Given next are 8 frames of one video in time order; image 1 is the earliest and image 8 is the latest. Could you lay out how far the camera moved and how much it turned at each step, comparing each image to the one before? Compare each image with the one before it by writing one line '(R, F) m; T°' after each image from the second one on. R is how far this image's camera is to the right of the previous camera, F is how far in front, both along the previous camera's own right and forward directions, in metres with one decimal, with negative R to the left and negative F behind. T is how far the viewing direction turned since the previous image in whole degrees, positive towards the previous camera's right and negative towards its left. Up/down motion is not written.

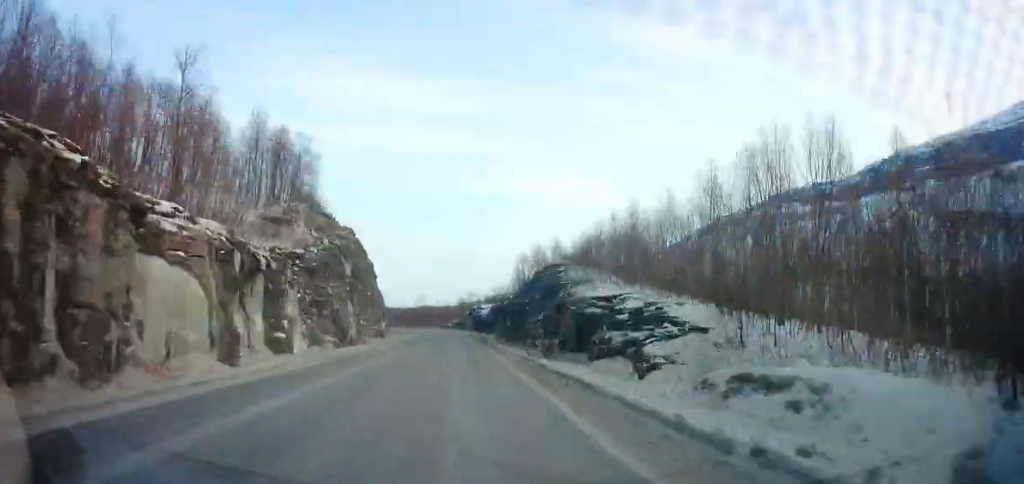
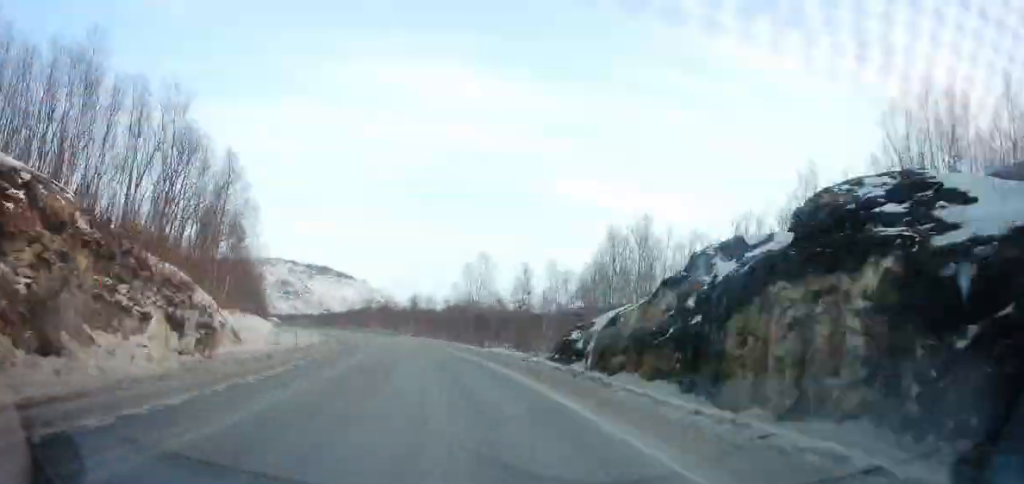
(-19.3, +101.7) m; -20°
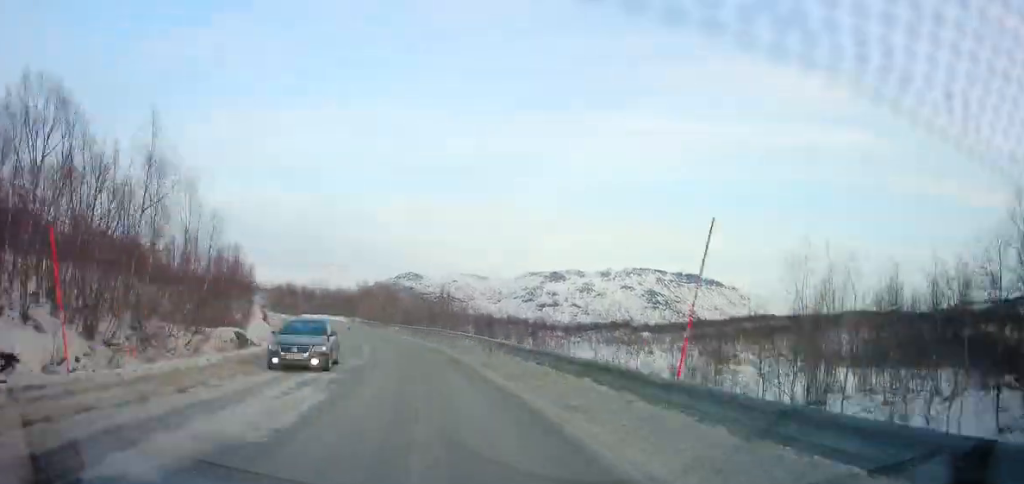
(-27.2, +120.2) m; -20°
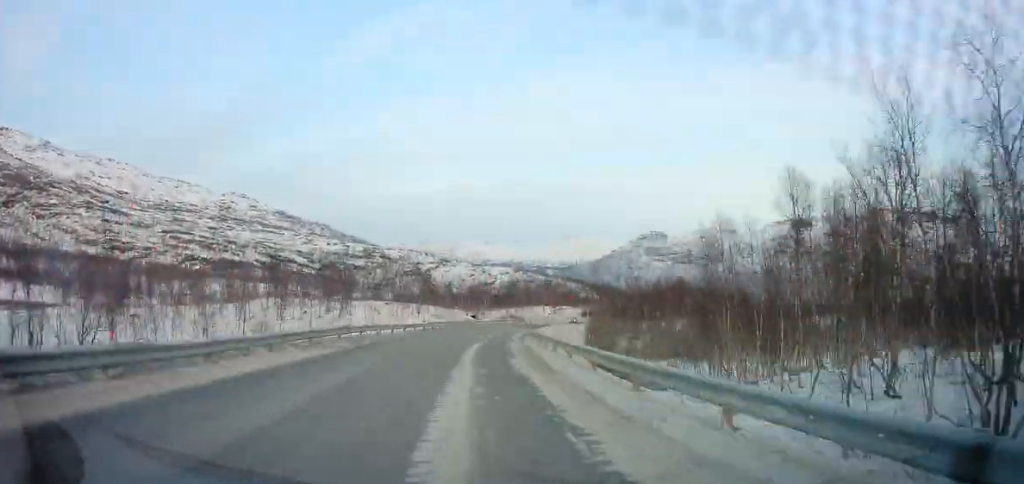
(-60.3, +363.8) m; +6°
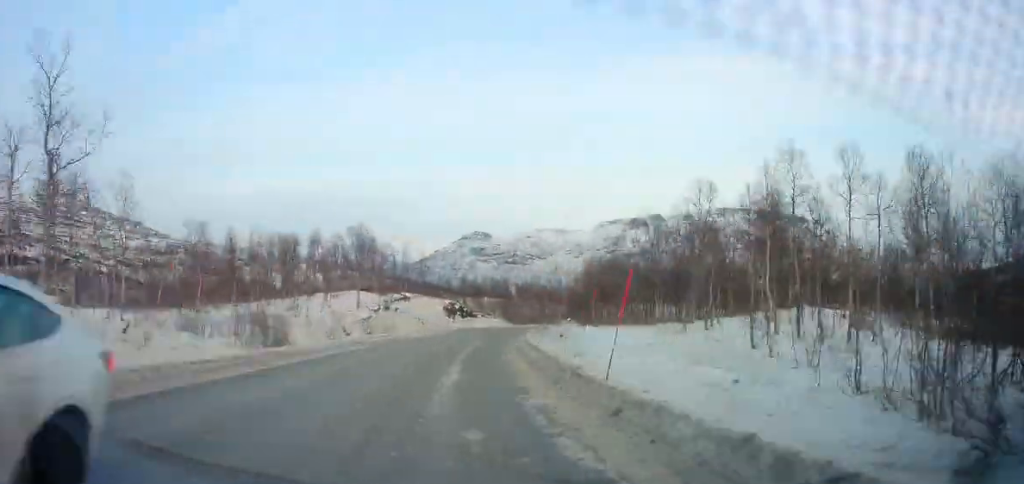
(+8.2, +108.9) m; +15°
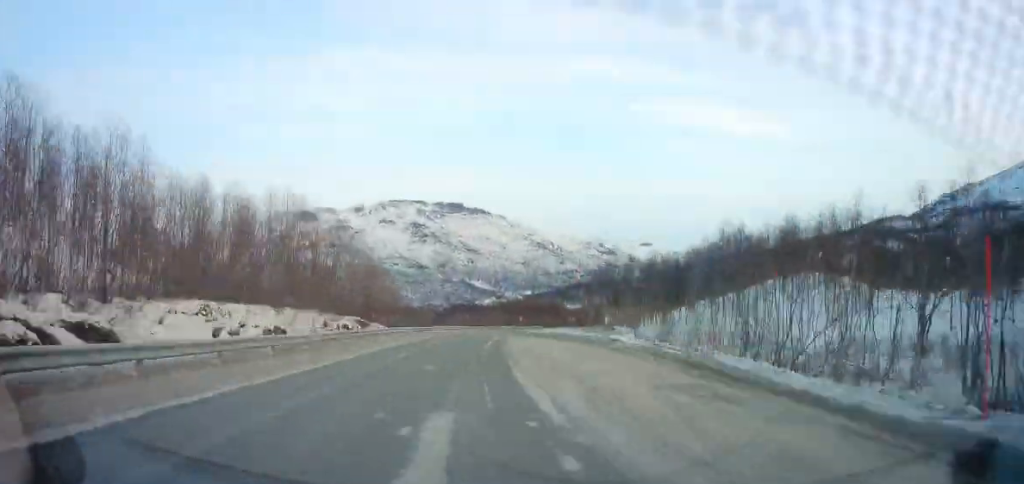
(+55.4, +198.1) m; +25°
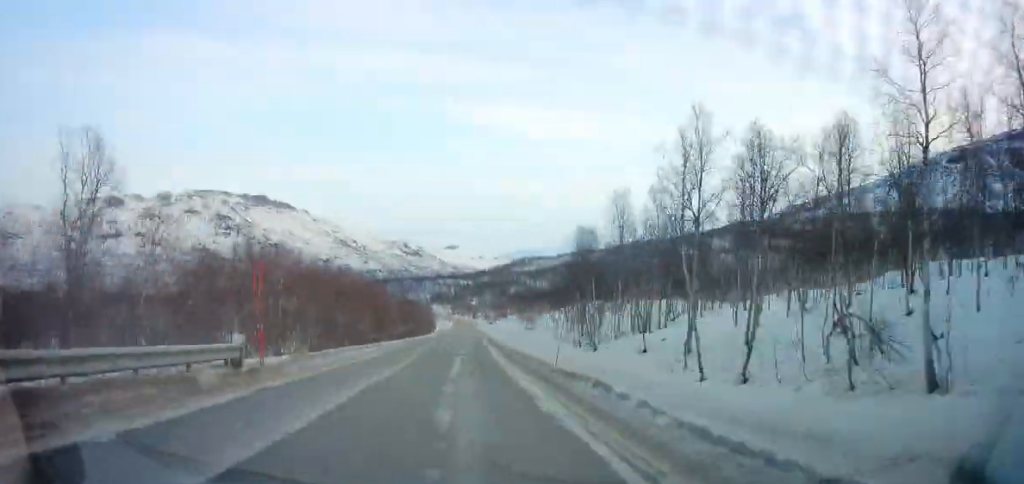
(+18.6, +139.4) m; +9°
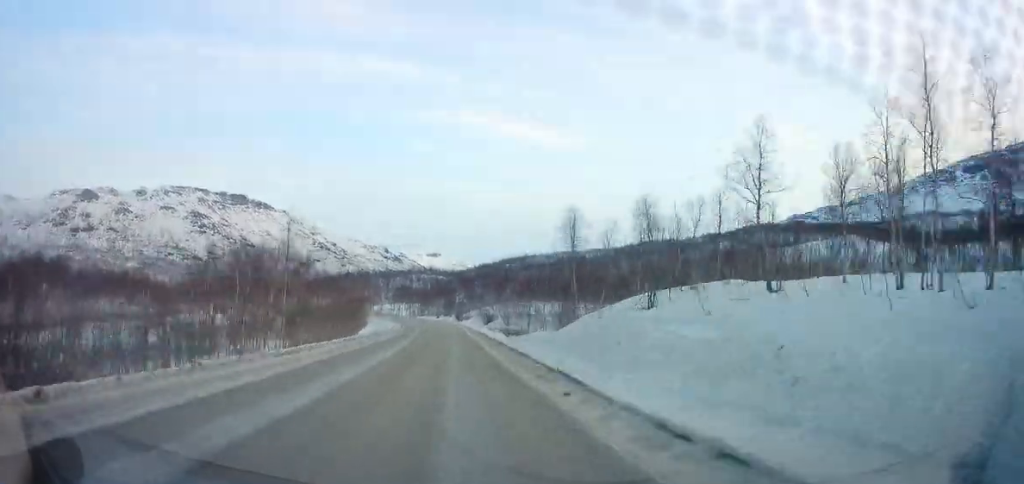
(+5.2, +137.4) m; -4°
